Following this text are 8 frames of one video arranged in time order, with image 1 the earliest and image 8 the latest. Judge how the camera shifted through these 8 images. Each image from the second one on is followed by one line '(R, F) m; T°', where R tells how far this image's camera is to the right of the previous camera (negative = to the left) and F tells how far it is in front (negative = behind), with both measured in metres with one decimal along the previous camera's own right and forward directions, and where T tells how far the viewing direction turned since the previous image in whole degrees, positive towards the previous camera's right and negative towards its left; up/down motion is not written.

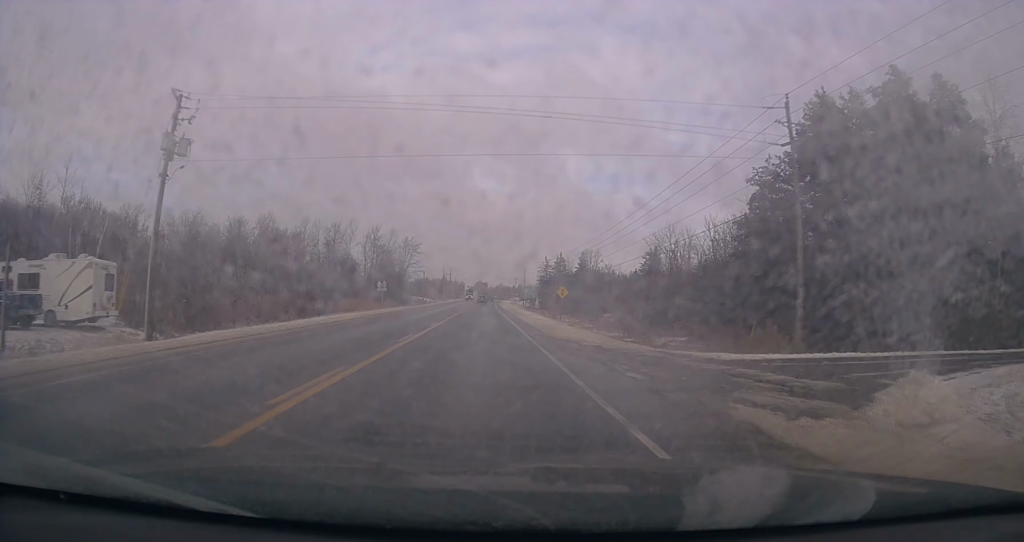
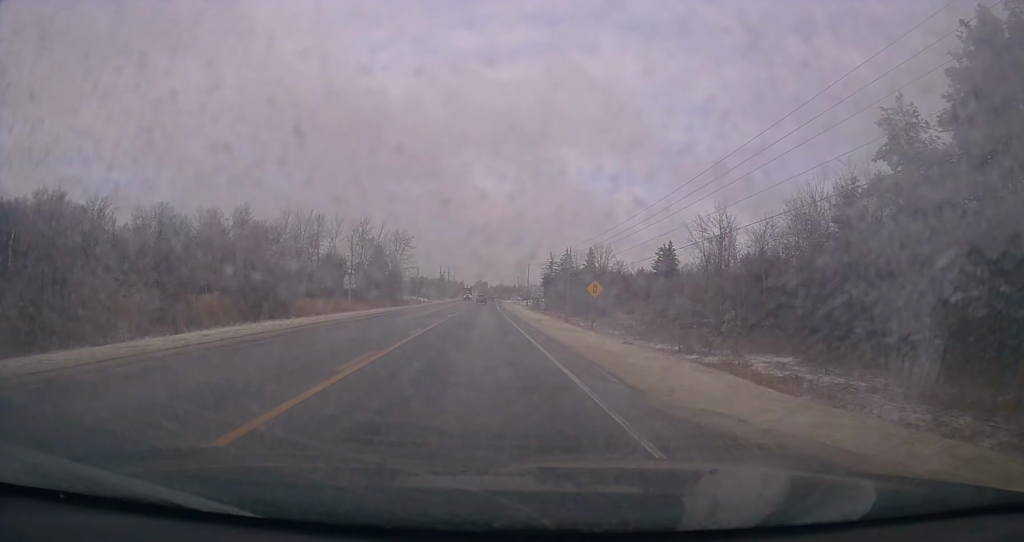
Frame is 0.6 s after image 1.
(-0.3, +15.1) m; -1°
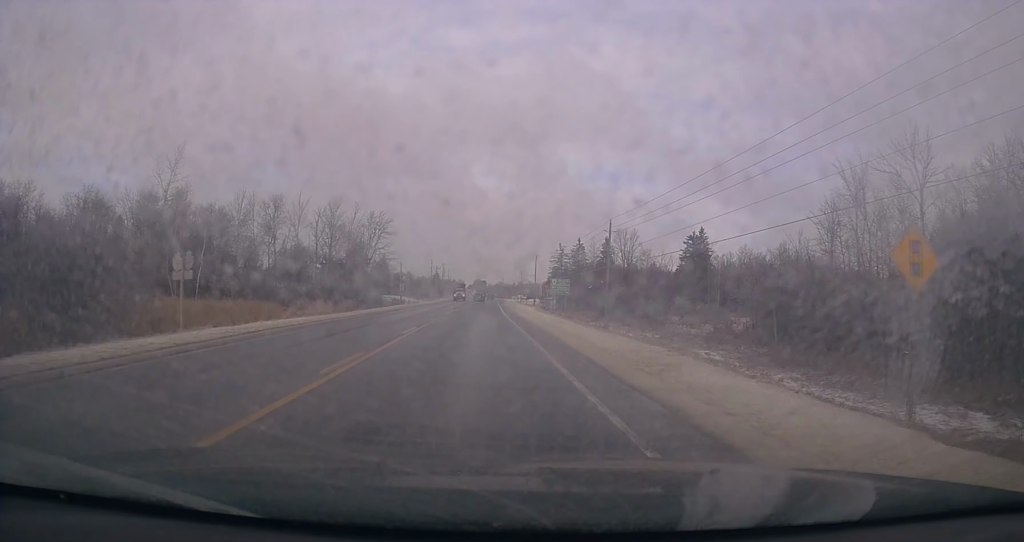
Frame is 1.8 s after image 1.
(-0.4, +27.9) m; 0°
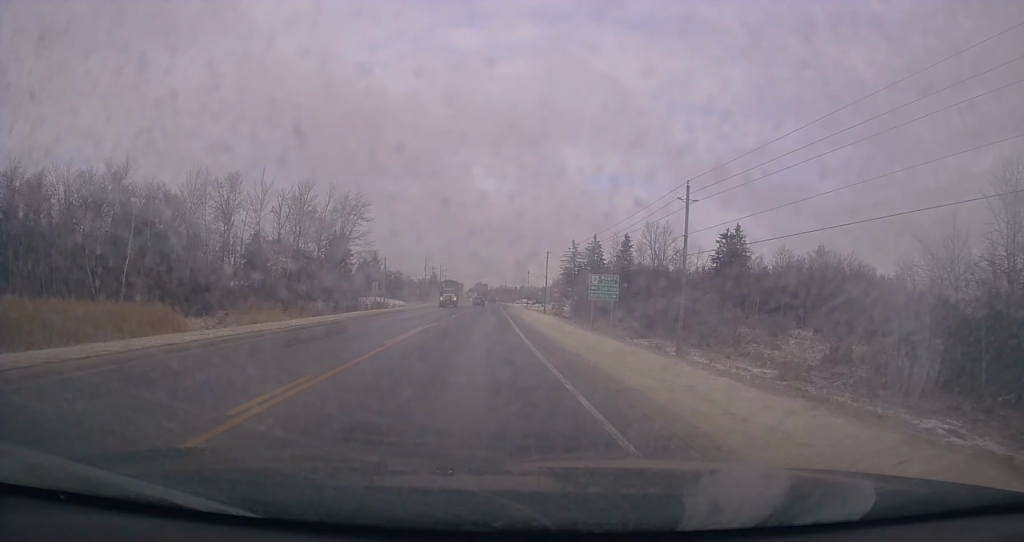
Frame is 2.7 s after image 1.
(+0.2, +21.6) m; +1°
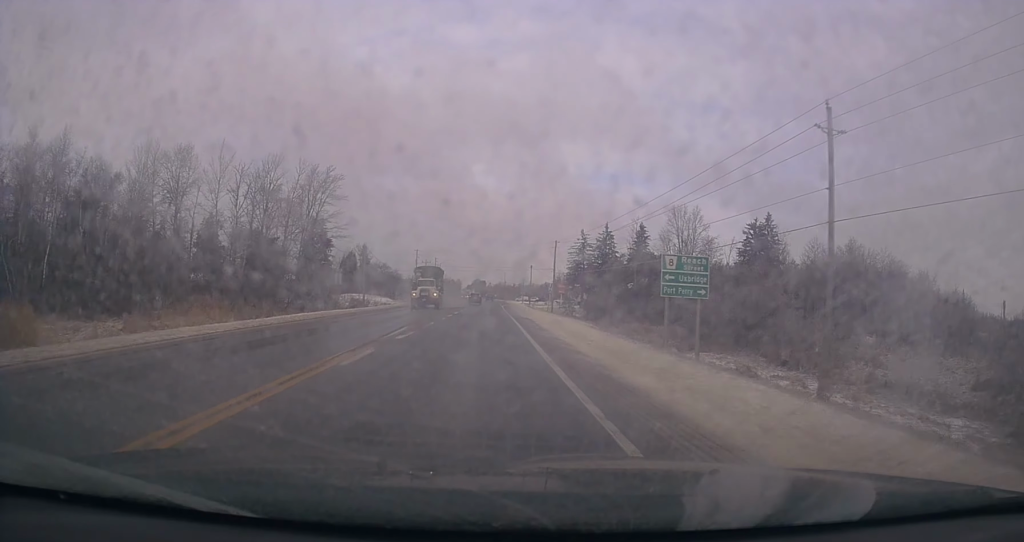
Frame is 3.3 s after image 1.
(+0.2, +15.6) m; 0°
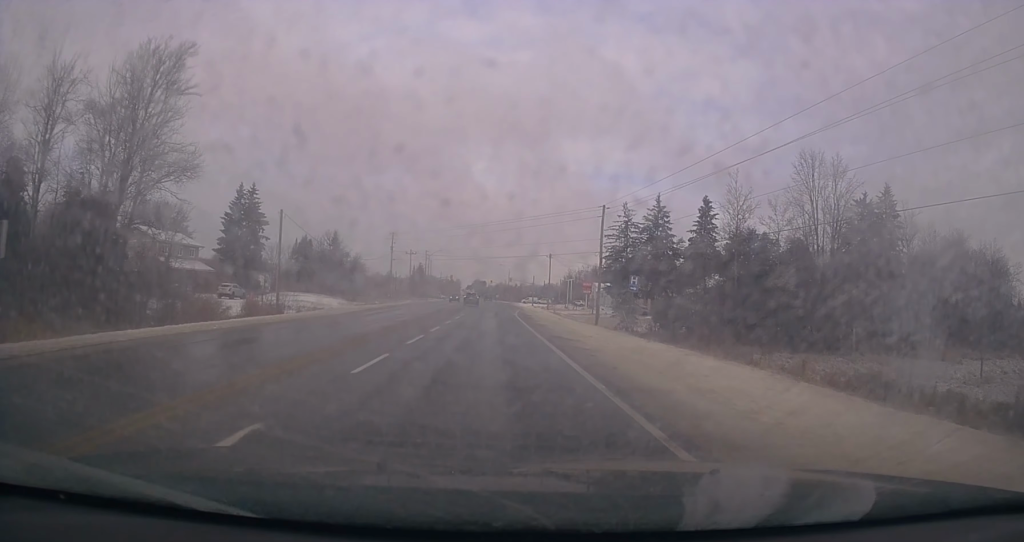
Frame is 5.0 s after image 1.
(-0.3, +39.2) m; -1°
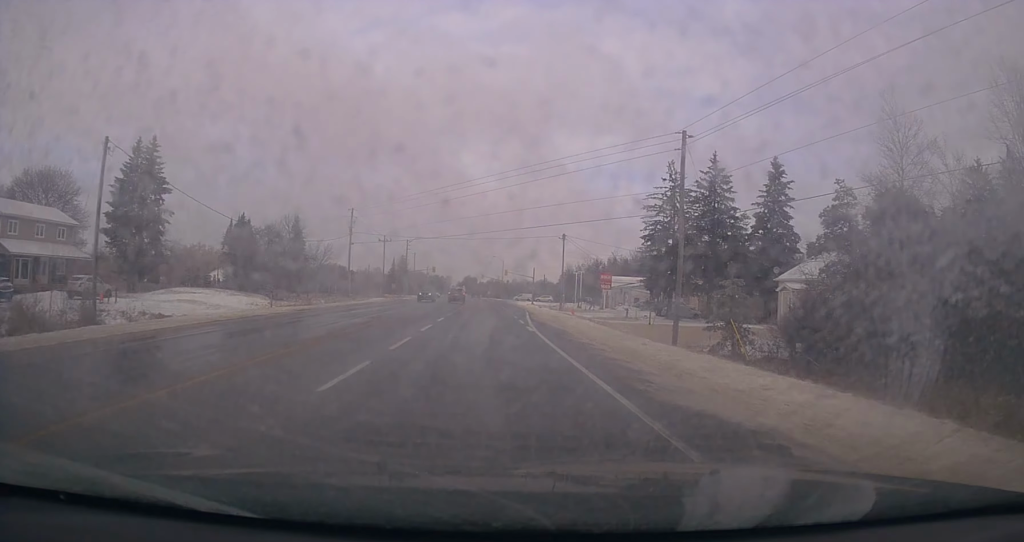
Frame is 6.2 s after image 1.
(+0.2, +26.5) m; +1°
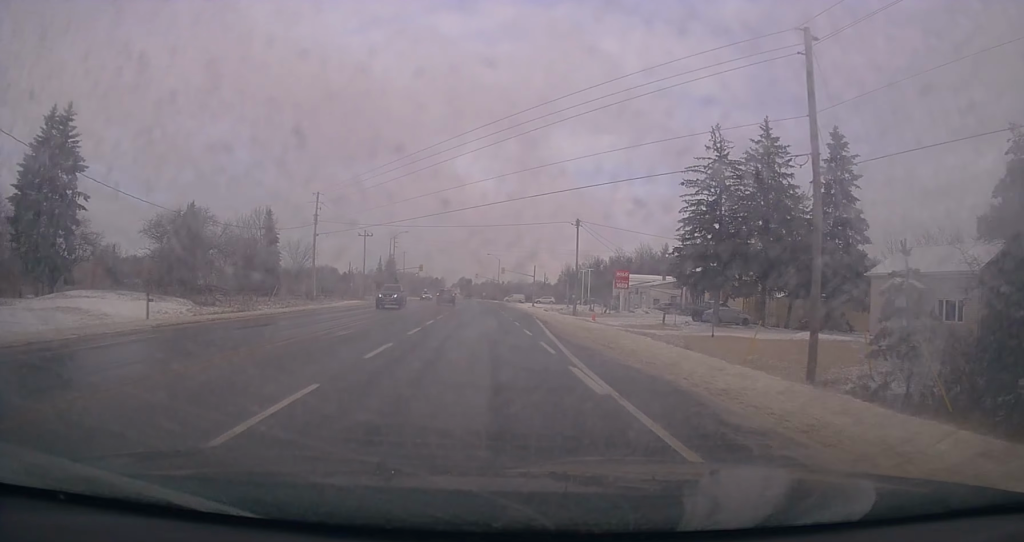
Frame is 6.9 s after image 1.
(+0.2, +15.5) m; 0°
